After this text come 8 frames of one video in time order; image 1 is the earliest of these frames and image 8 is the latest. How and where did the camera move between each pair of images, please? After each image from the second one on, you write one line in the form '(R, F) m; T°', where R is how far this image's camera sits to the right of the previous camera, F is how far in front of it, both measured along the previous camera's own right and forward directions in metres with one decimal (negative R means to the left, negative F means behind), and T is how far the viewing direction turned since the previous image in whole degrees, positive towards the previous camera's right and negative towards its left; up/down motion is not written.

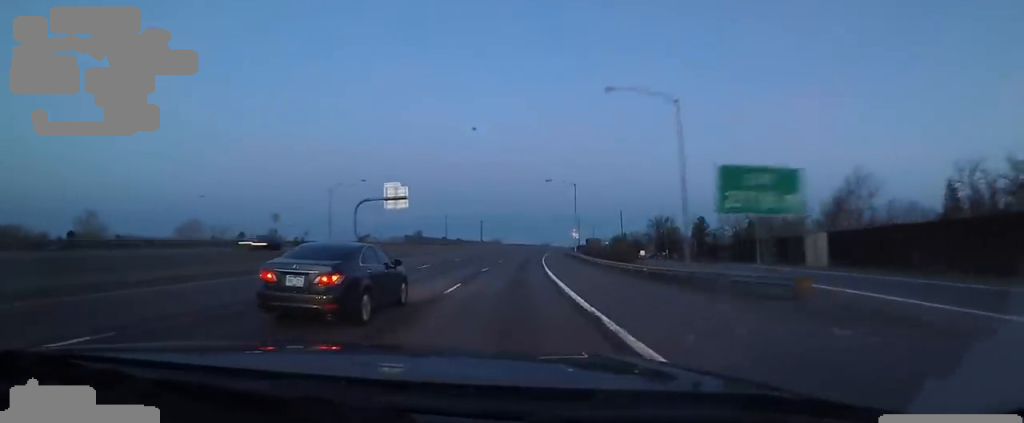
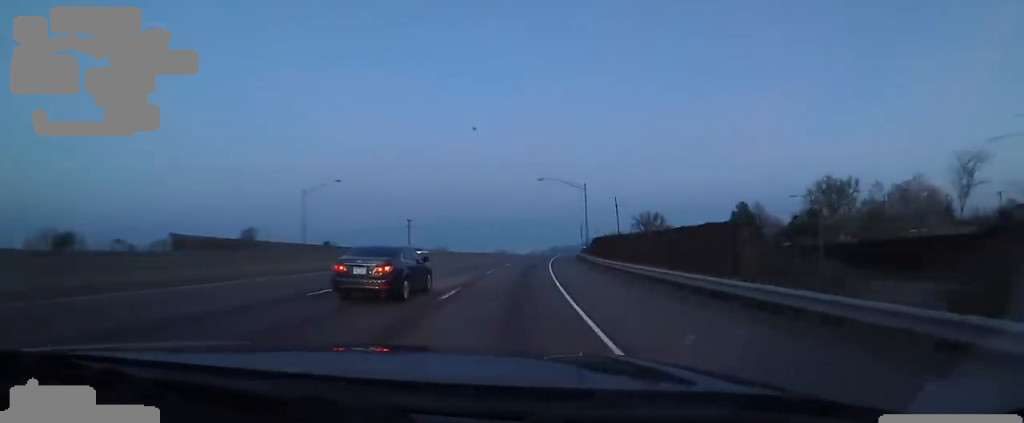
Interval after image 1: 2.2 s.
(+0.2, +62.5) m; +5°
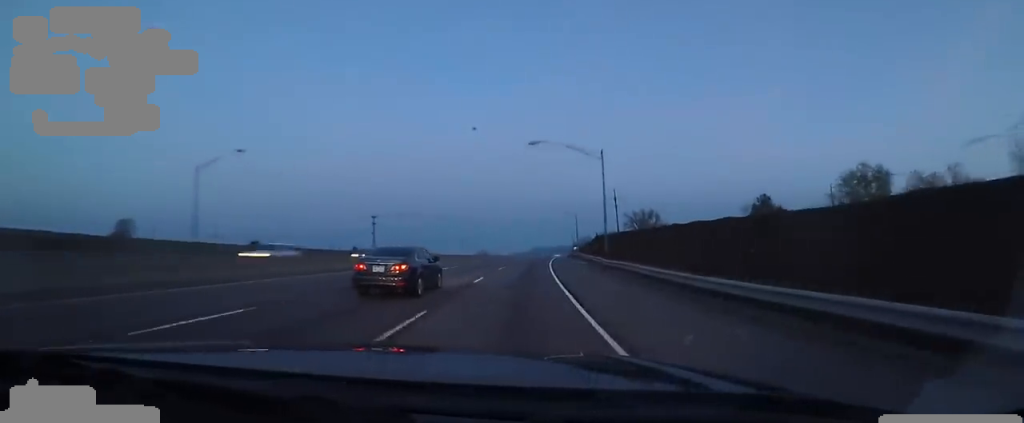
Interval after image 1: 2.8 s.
(+0.7, +18.4) m; +3°
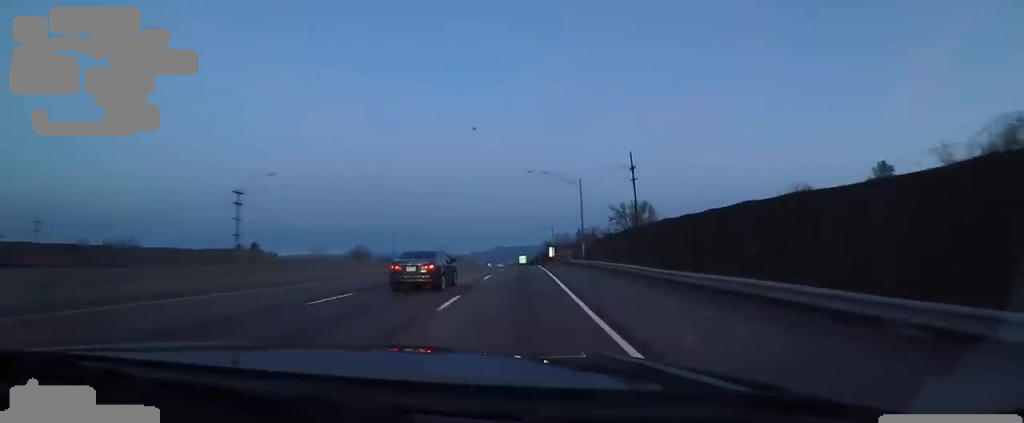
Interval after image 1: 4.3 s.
(+1.5, +44.6) m; +5°
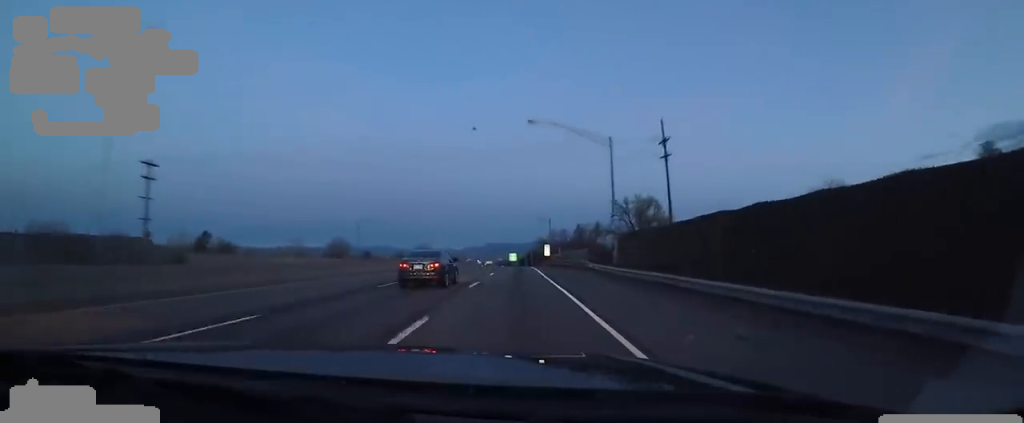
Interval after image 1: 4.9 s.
(+0.8, +17.3) m; +2°
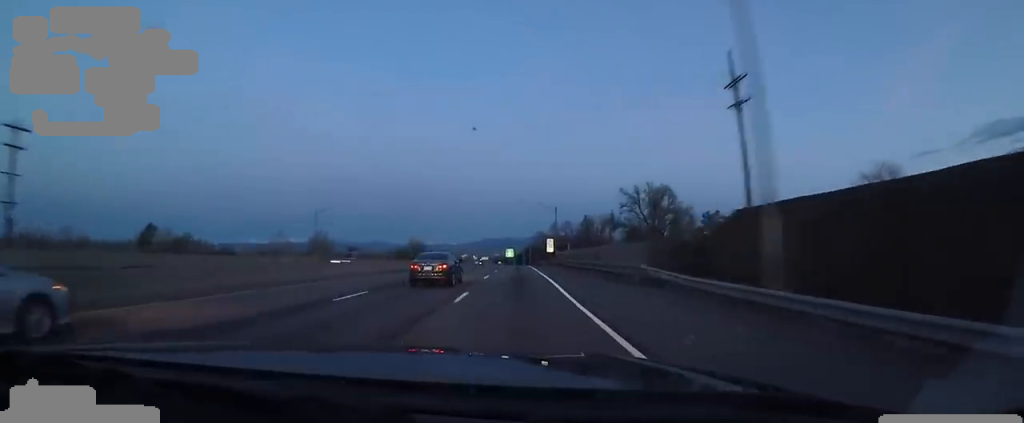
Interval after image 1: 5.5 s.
(+0.5, +17.3) m; +1°
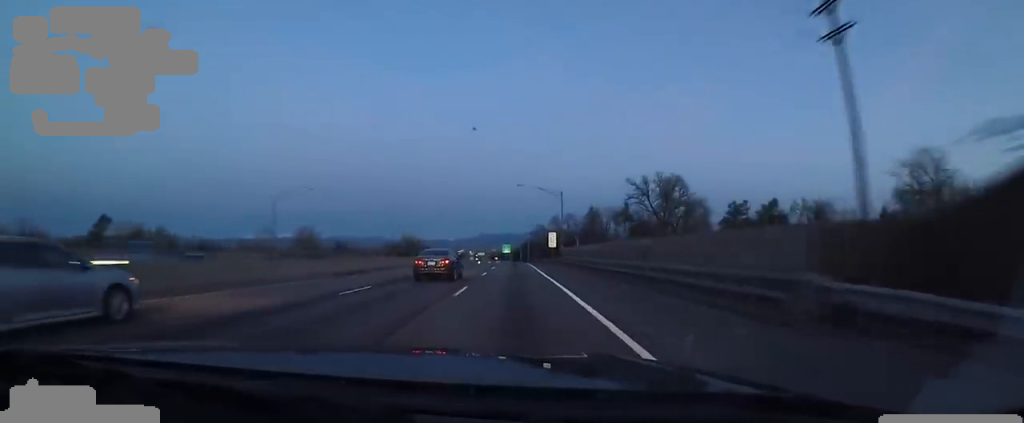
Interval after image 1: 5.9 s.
(-0.1, +11.5) m; 0°
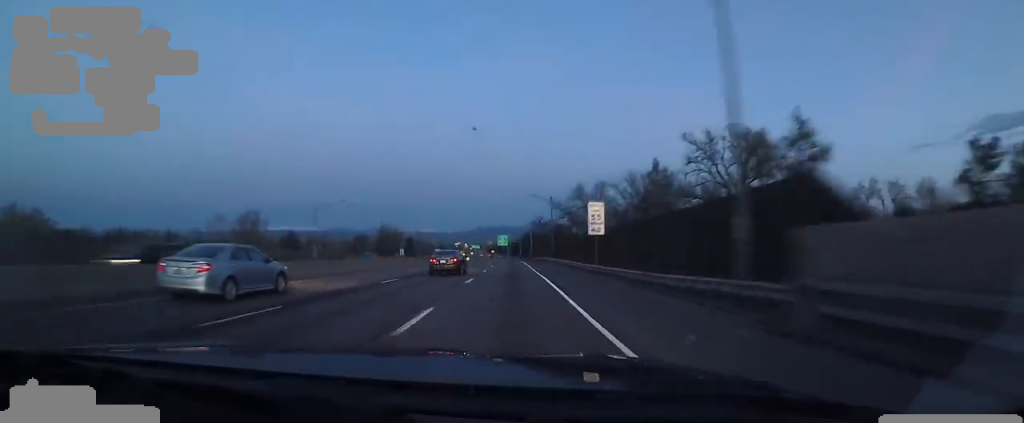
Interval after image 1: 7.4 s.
(+0.4, +42.6) m; +1°
